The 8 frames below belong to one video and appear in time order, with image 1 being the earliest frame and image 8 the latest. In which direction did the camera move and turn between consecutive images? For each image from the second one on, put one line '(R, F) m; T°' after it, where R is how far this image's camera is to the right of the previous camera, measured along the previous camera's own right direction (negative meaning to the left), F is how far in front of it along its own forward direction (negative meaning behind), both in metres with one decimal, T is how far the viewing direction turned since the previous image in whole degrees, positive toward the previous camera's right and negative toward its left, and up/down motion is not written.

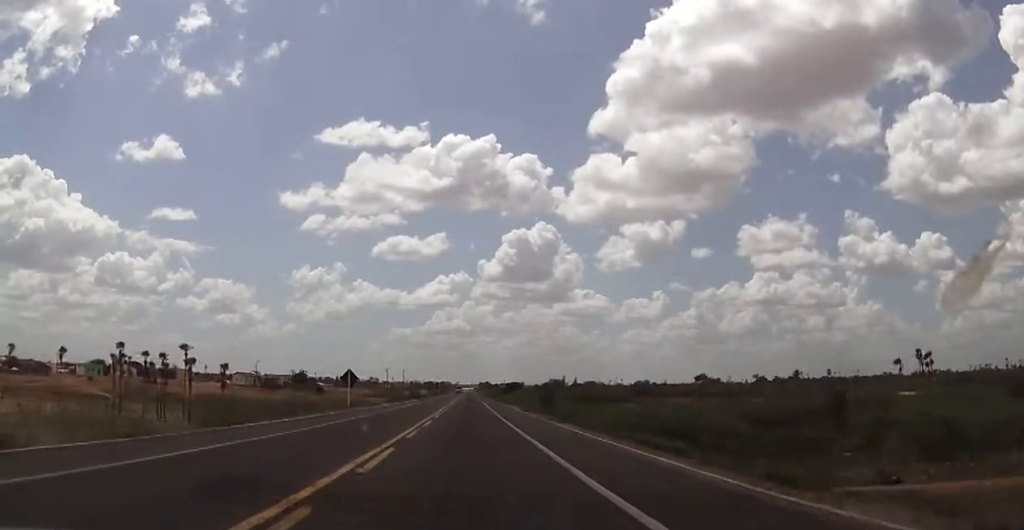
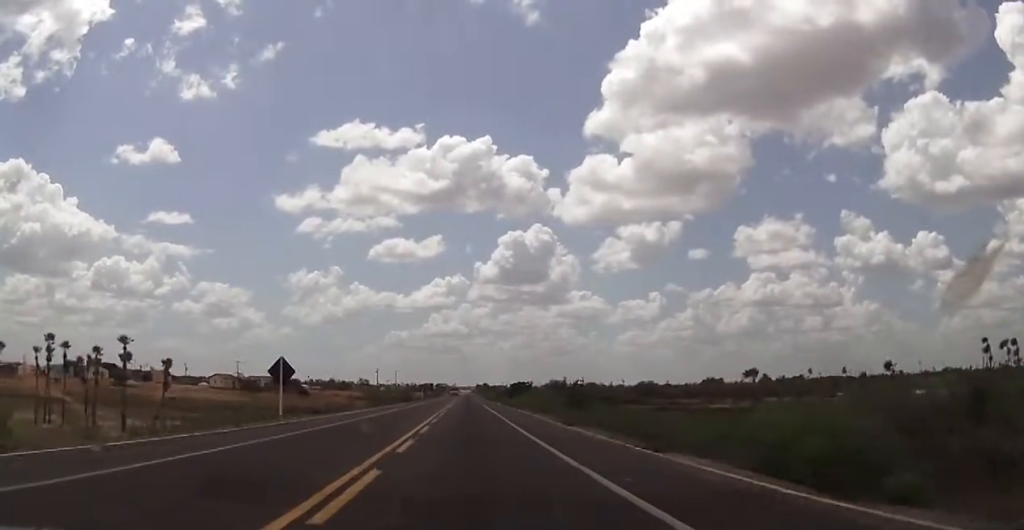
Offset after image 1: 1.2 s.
(0.0, +17.9) m; 0°
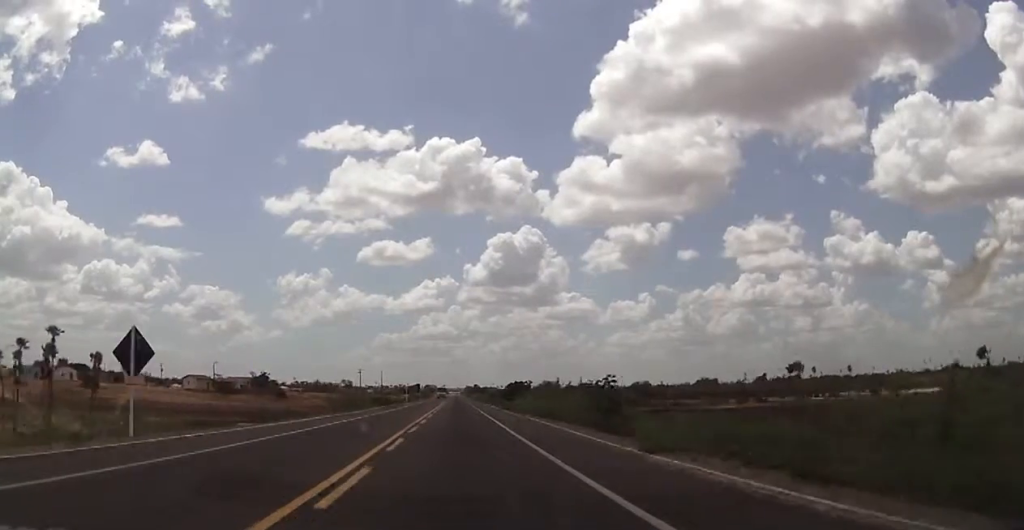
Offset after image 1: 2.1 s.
(0.0, +13.4) m; 0°
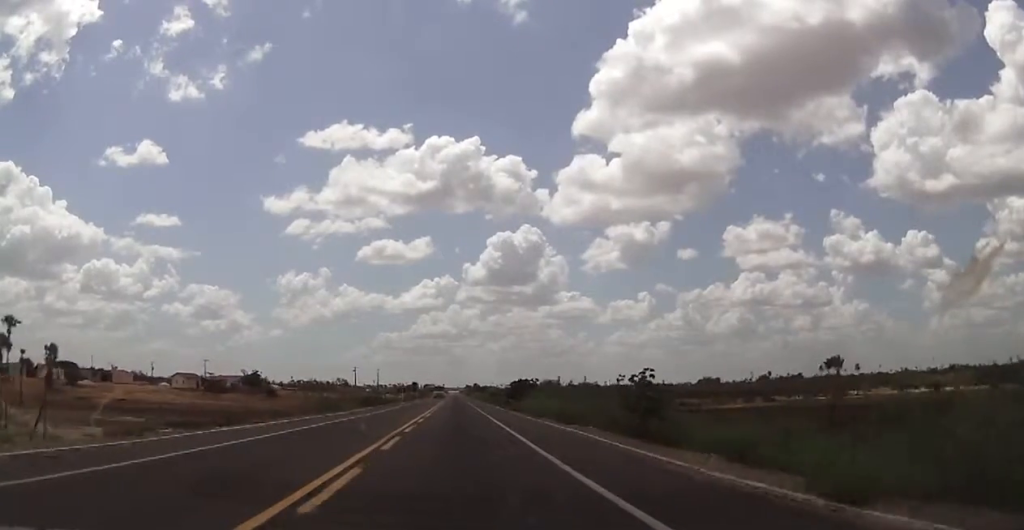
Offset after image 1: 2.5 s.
(-0.2, +7.4) m; 0°
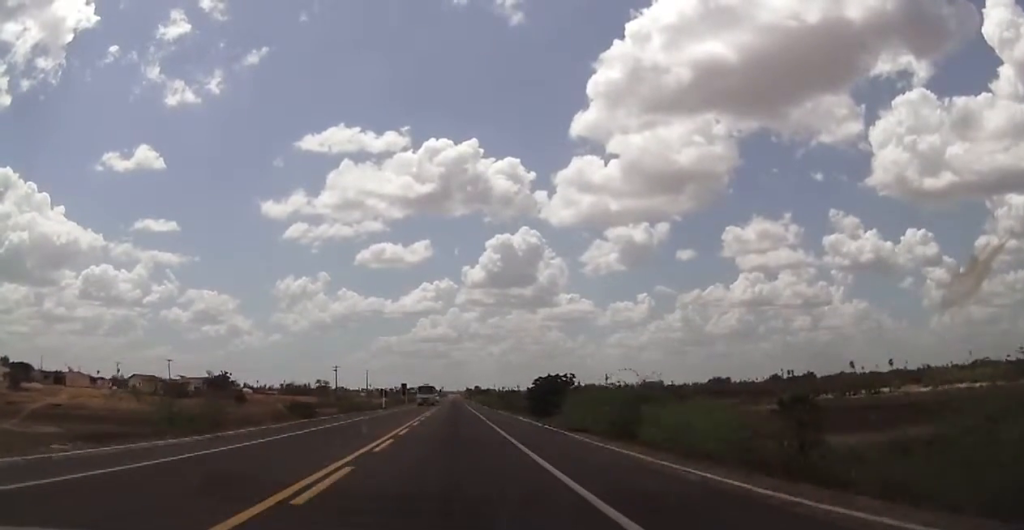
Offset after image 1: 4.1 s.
(+0.5, +26.1) m; 0°
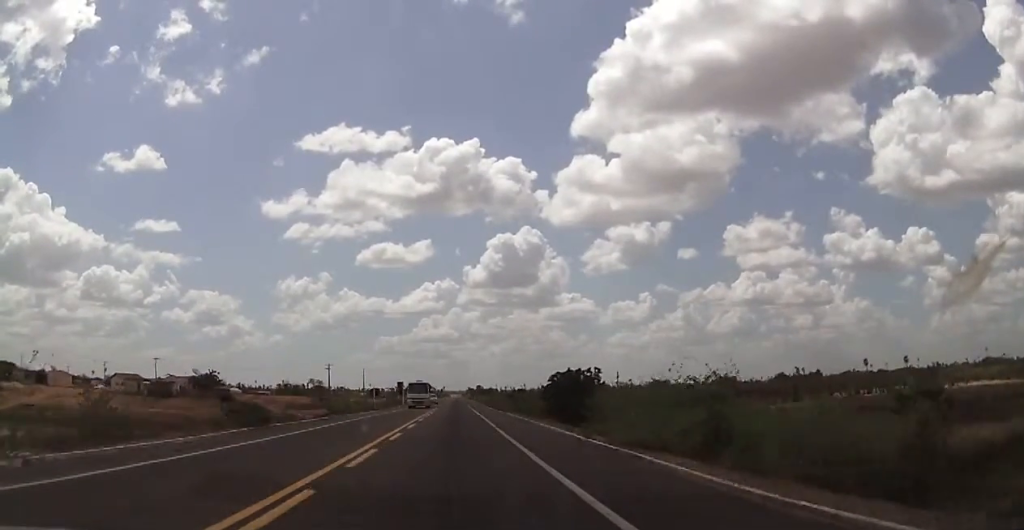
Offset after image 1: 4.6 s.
(-0.1, +9.5) m; 0°
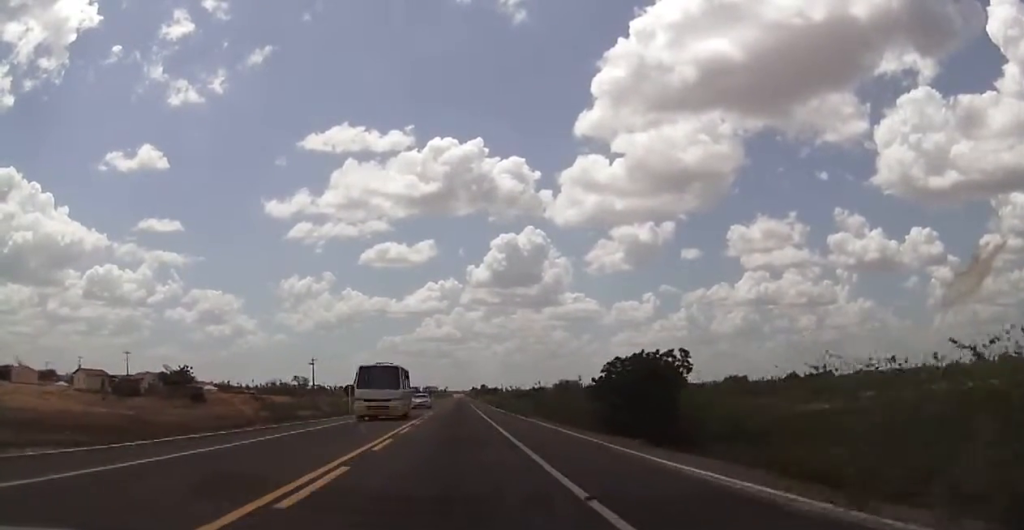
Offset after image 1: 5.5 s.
(0.0, +17.5) m; +1°
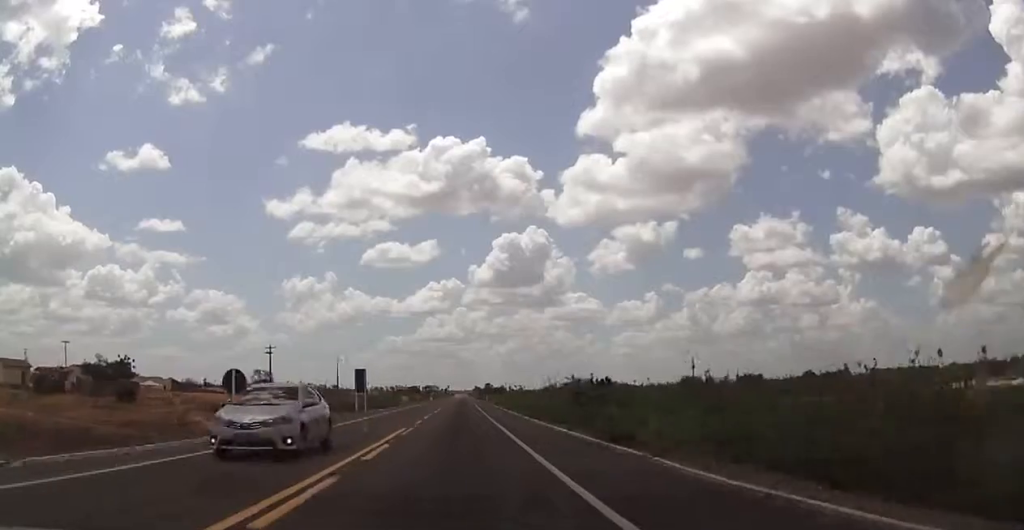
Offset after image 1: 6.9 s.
(-0.1, +28.2) m; -1°
